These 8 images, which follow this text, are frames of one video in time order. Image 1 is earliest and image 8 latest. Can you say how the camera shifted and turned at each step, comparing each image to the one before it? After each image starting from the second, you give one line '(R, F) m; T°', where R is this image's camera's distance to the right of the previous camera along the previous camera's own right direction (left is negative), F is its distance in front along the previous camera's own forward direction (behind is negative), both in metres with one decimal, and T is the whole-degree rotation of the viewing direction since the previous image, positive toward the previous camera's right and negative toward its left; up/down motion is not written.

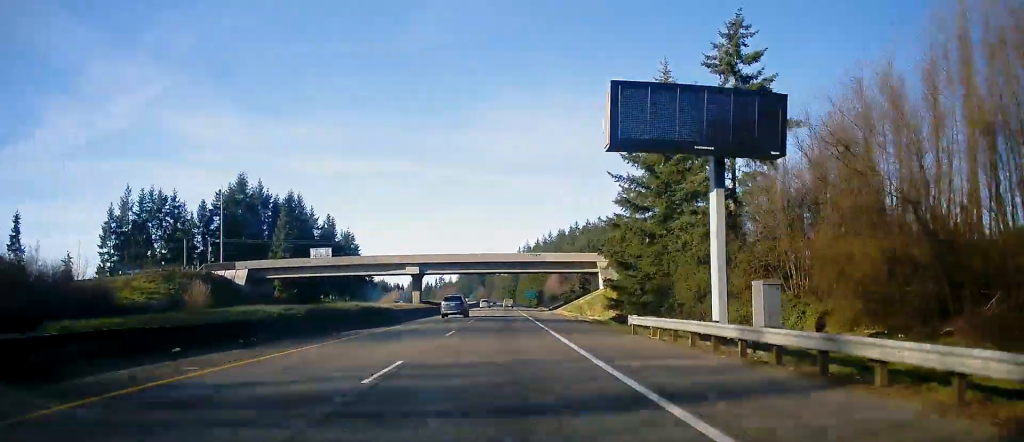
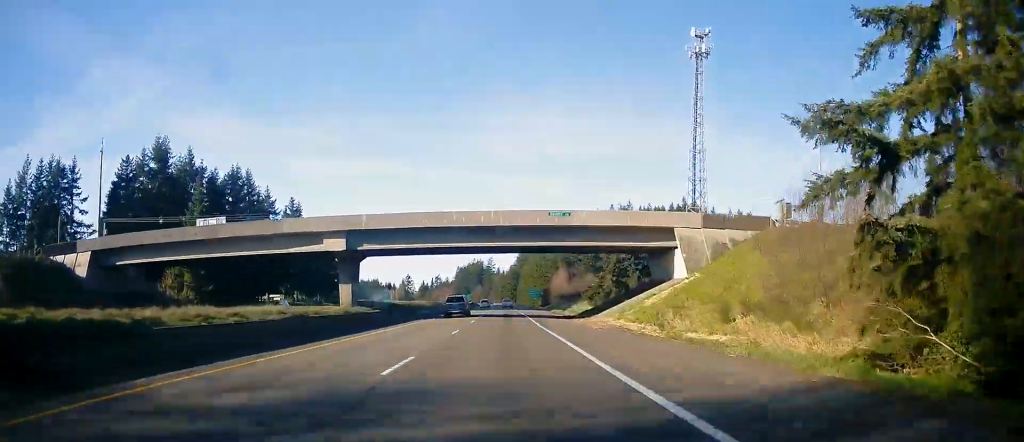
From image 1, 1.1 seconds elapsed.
(0.0, +35.5) m; 0°
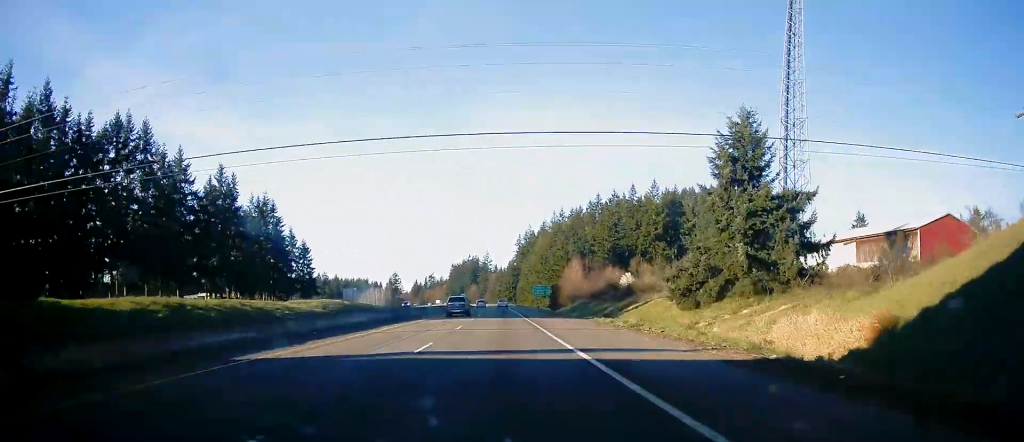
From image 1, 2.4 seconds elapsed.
(0.0, +44.5) m; 0°
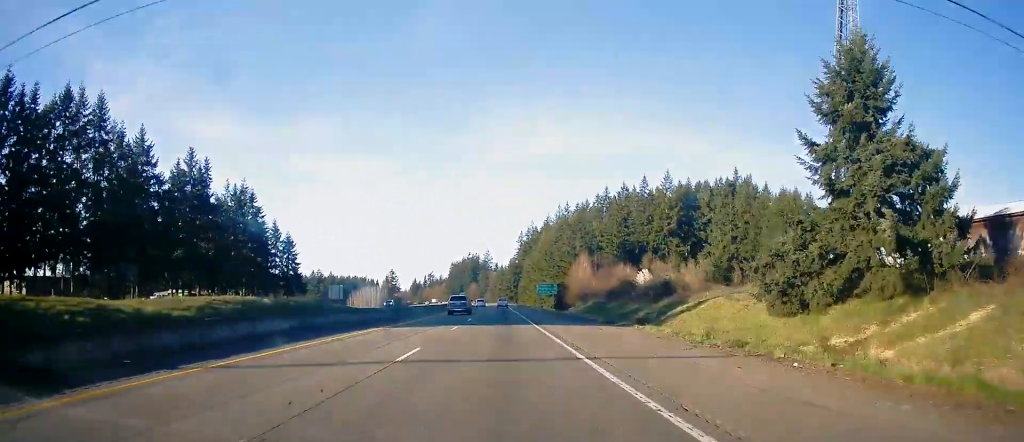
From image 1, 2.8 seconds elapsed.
(0.0, +14.4) m; 0°
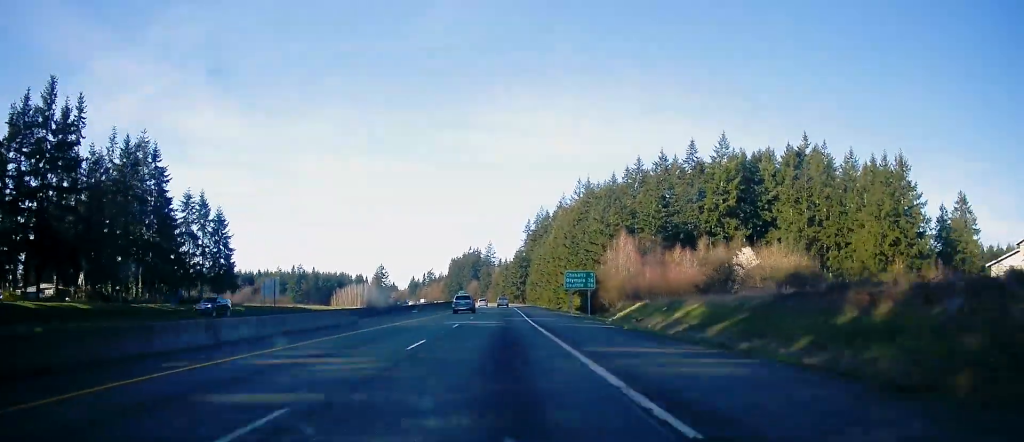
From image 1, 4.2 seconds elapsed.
(0.0, +45.4) m; 0°
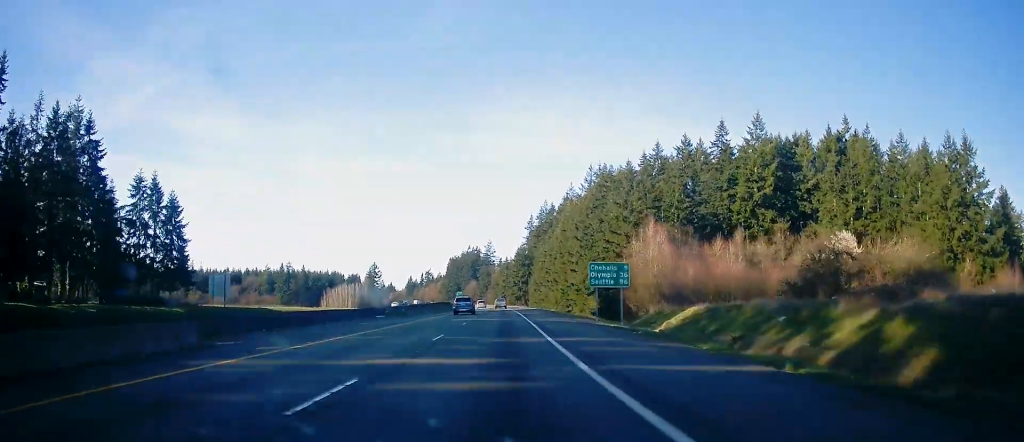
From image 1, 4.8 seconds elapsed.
(0.0, +20.0) m; 0°
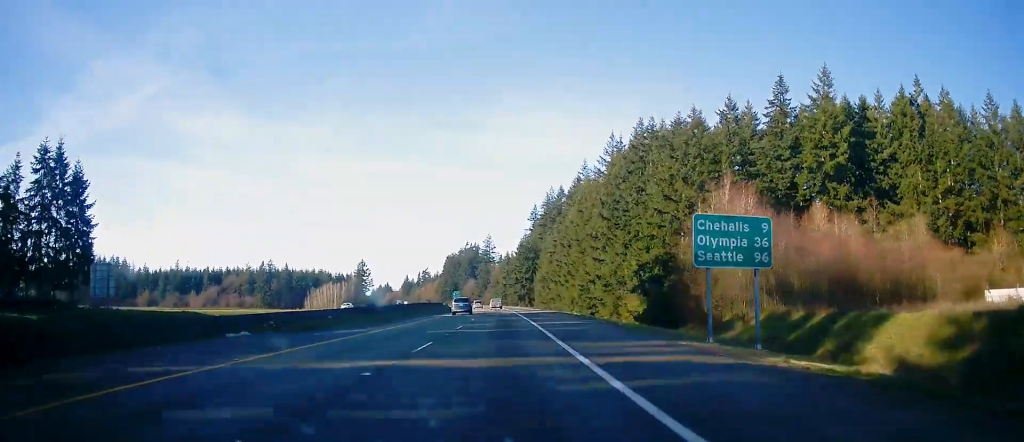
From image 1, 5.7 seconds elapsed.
(0.0, +28.9) m; 0°
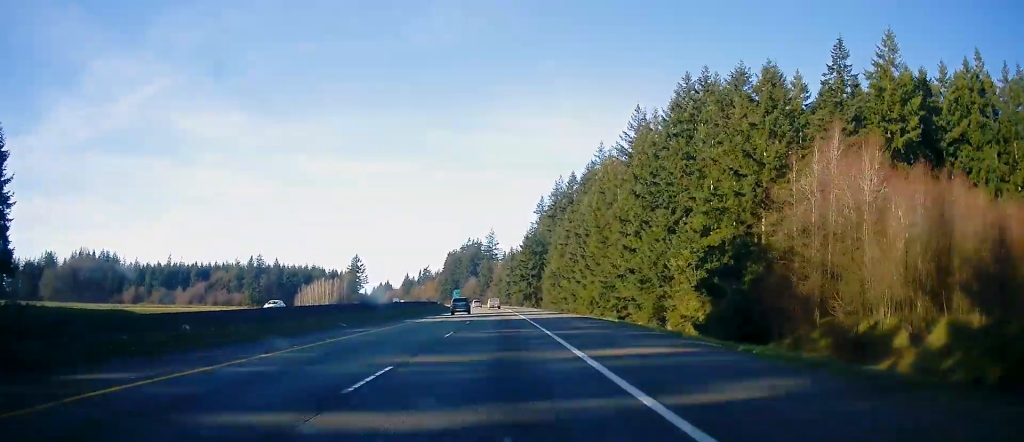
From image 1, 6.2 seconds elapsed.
(0.0, +18.9) m; 0°
